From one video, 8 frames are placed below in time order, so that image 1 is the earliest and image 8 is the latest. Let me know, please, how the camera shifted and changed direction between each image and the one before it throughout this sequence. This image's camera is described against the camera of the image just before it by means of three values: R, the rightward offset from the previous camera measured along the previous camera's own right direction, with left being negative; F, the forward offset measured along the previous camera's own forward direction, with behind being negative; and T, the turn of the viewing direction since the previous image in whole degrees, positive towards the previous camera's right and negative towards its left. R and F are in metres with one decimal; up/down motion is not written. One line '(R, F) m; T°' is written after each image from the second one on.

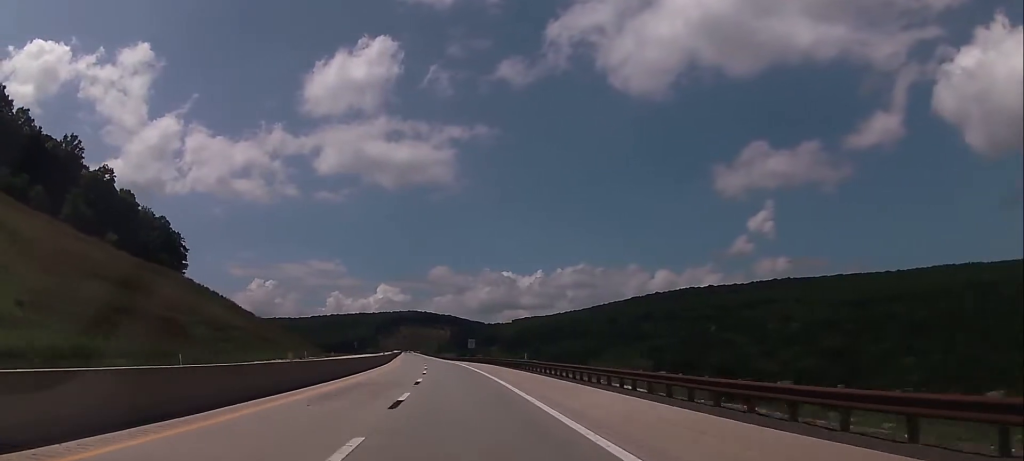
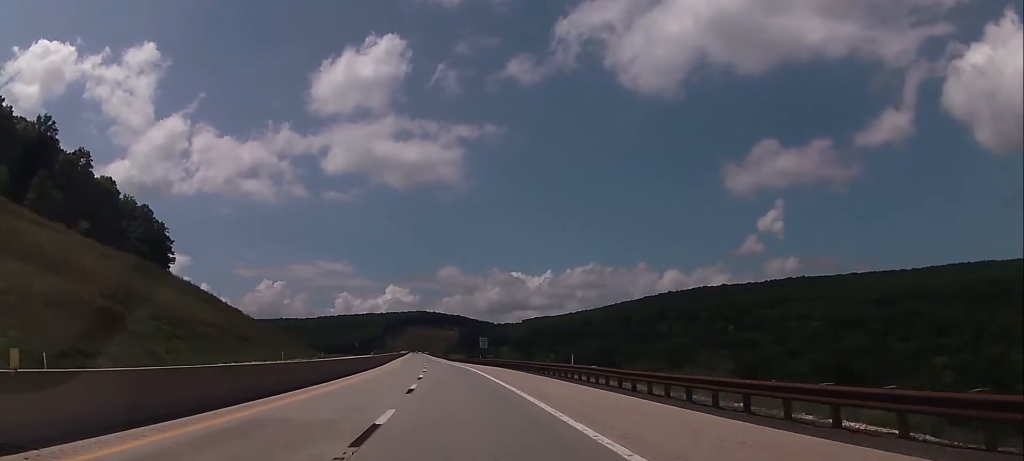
(+0.1, +18.5) m; -1°
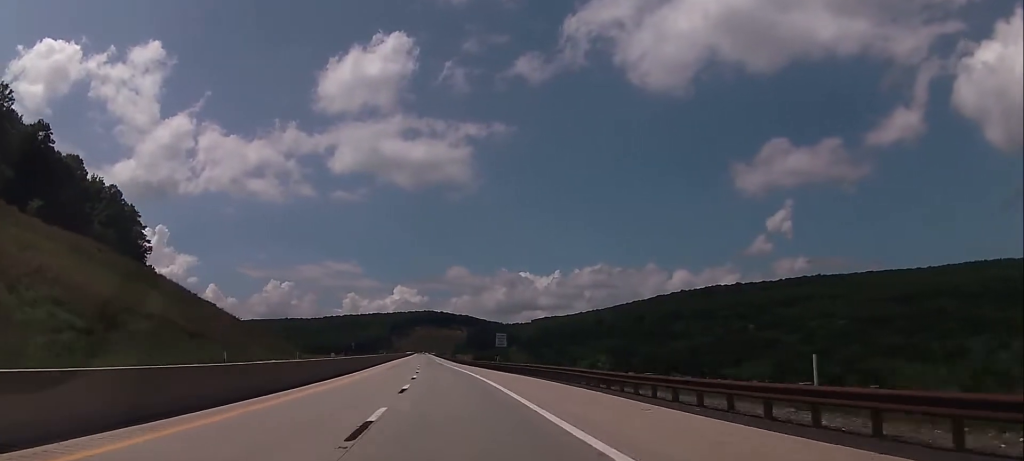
(-0.4, +24.0) m; -2°
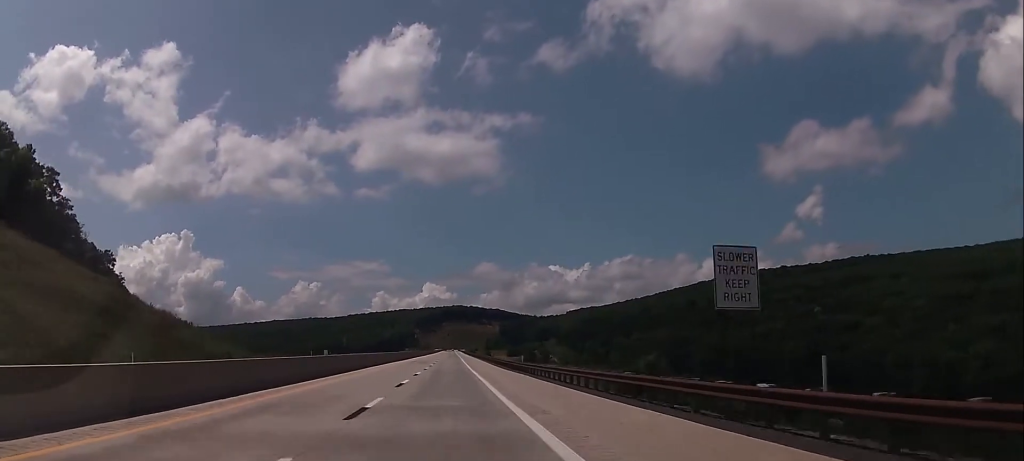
(-2.4, +57.8) m; -3°
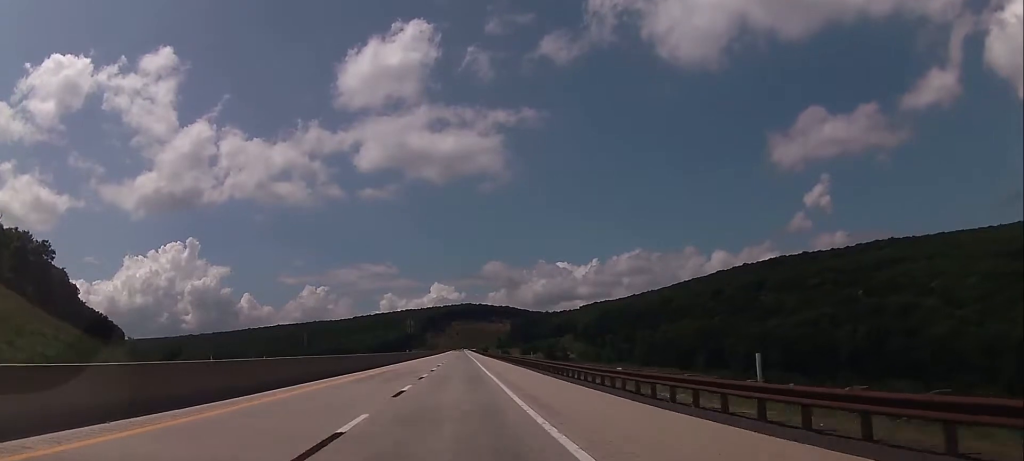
(-0.1, +42.6) m; 0°
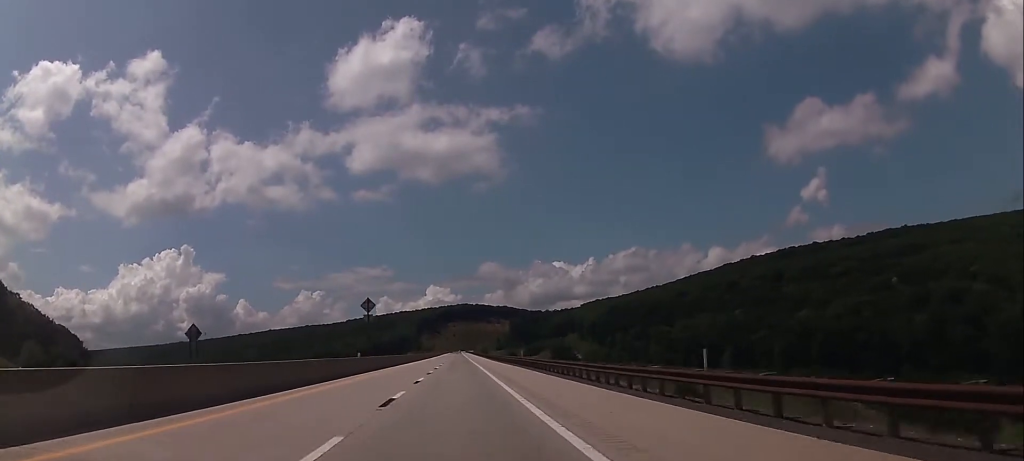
(-0.1, +40.4) m; -1°
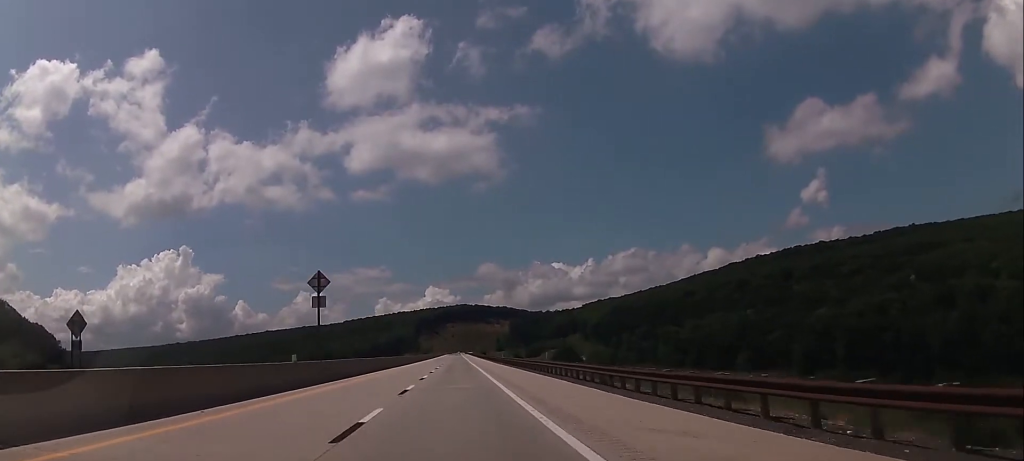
(-0.3, +18.6) m; -1°
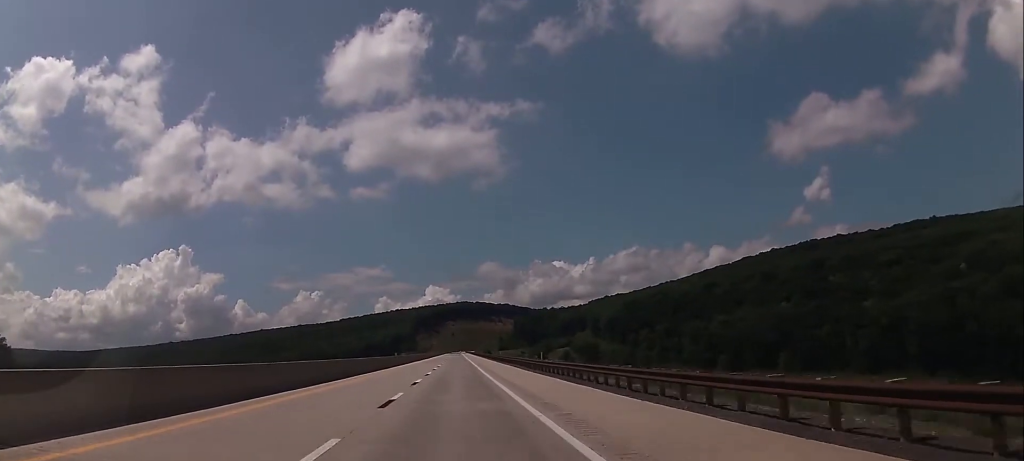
(-0.2, +42.5) m; +1°
